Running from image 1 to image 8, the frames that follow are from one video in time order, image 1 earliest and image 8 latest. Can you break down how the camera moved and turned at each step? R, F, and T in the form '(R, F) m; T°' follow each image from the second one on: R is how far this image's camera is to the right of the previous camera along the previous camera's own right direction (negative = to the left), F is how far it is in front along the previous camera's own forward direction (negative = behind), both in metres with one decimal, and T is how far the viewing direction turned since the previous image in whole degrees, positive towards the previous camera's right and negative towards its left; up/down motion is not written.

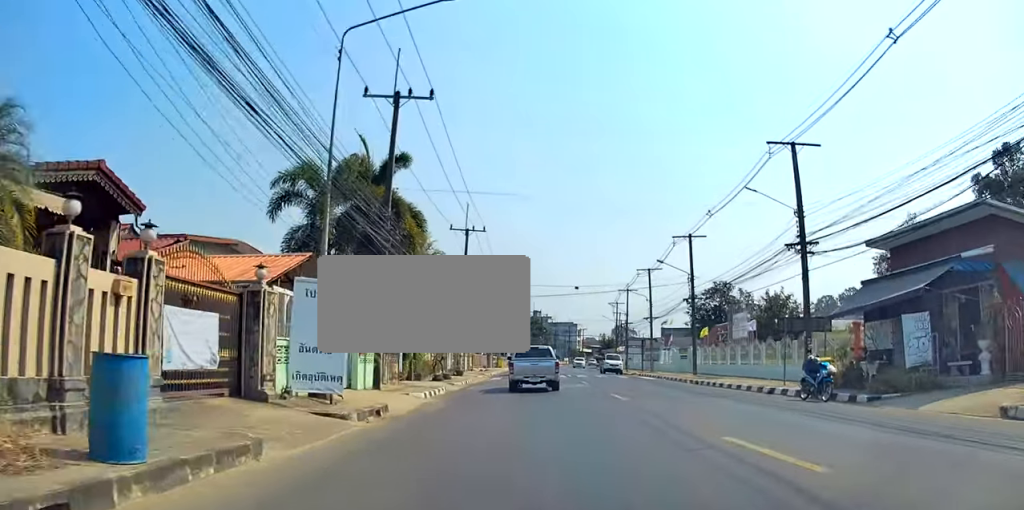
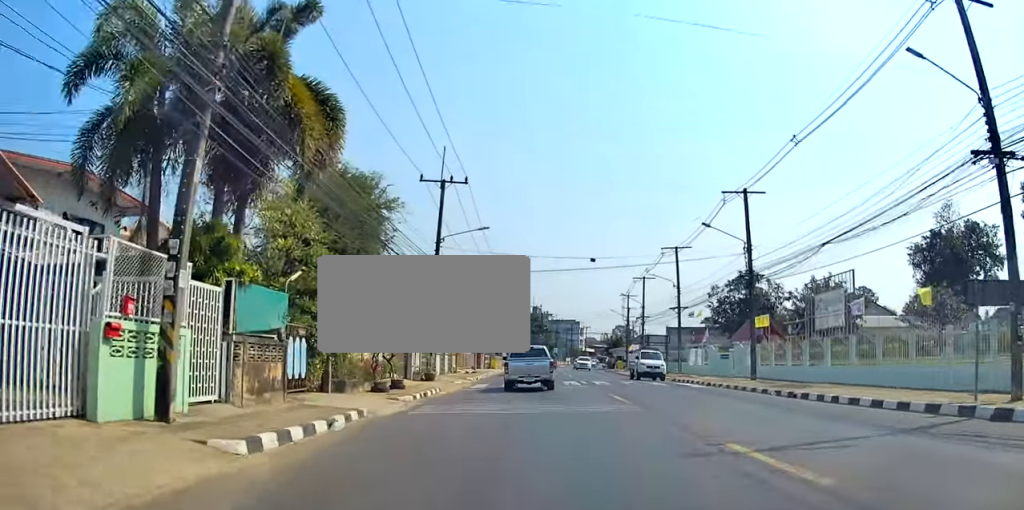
(0.0, +12.7) m; 0°
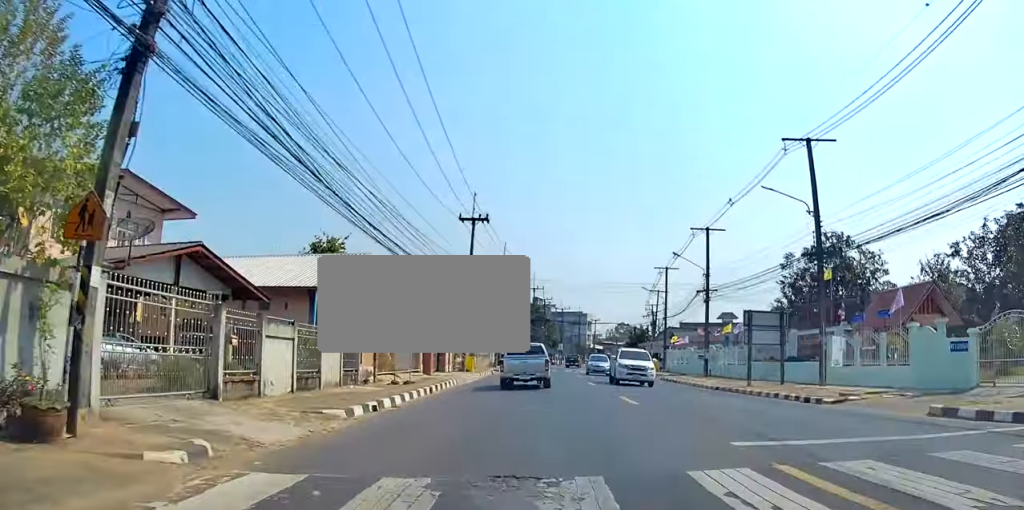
(-0.2, +25.3) m; 0°
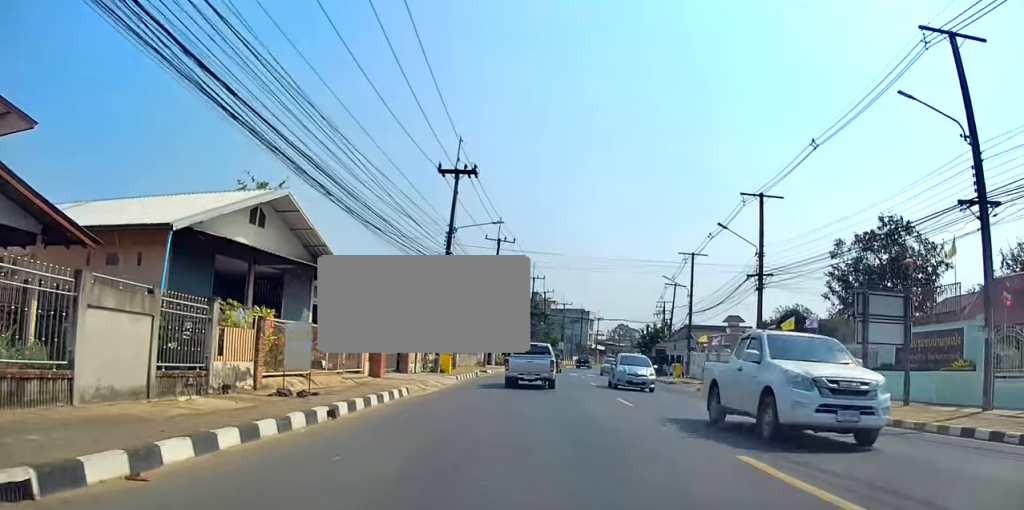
(+0.1, +11.2) m; +1°
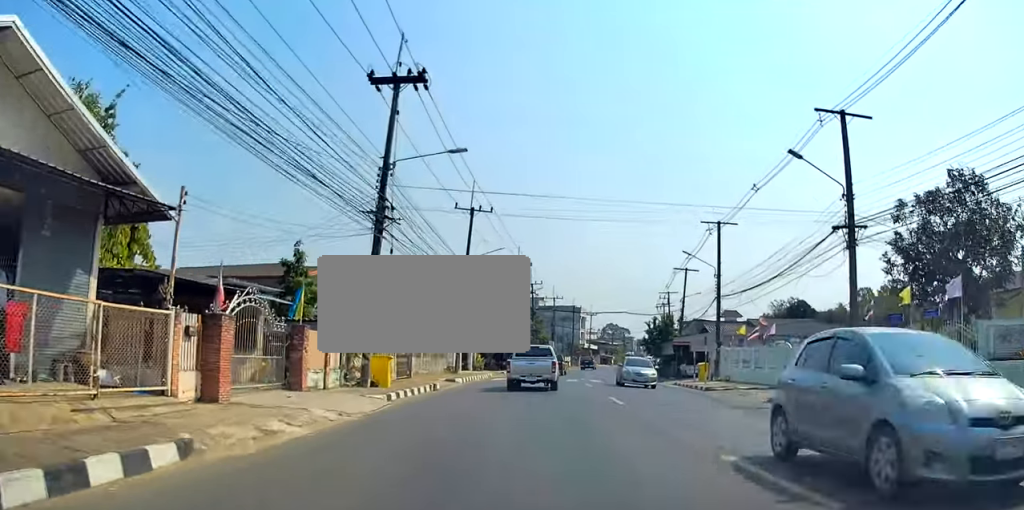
(+0.1, +11.9) m; +1°
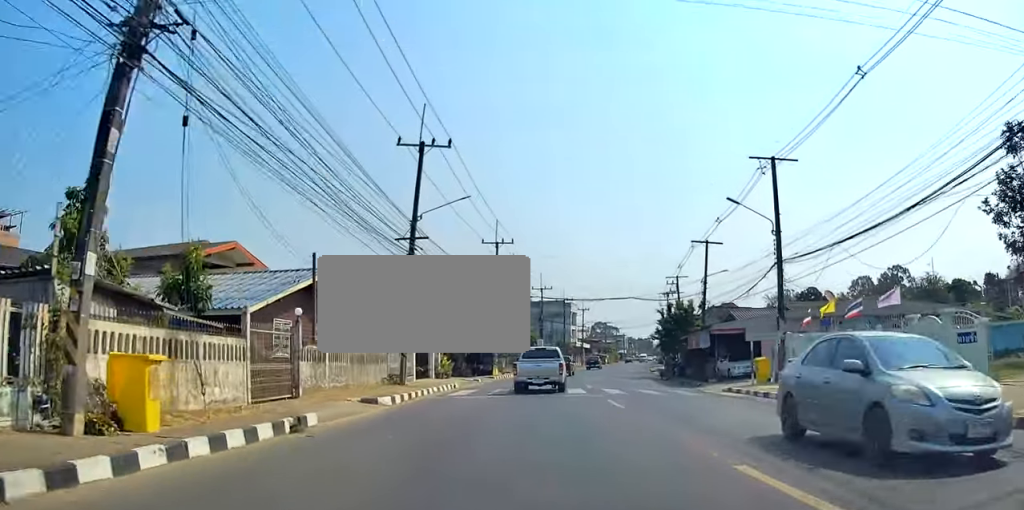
(+0.1, +12.5) m; +1°
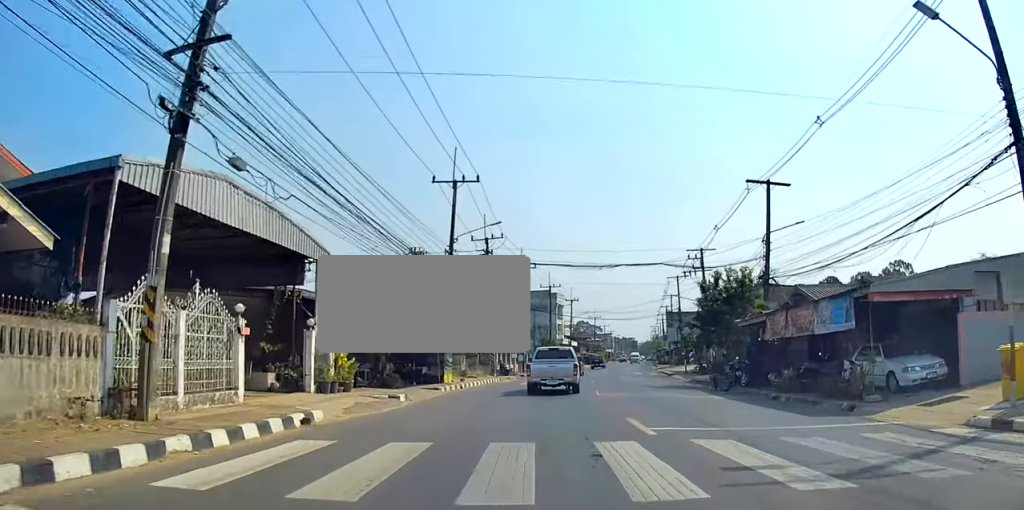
(+0.2, +17.5) m; +1°
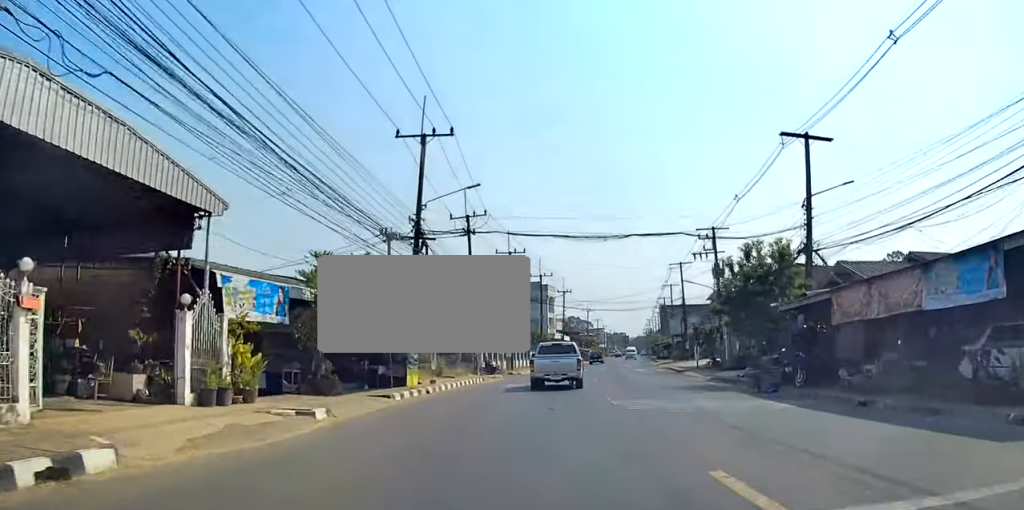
(0.0, +6.9) m; +1°
